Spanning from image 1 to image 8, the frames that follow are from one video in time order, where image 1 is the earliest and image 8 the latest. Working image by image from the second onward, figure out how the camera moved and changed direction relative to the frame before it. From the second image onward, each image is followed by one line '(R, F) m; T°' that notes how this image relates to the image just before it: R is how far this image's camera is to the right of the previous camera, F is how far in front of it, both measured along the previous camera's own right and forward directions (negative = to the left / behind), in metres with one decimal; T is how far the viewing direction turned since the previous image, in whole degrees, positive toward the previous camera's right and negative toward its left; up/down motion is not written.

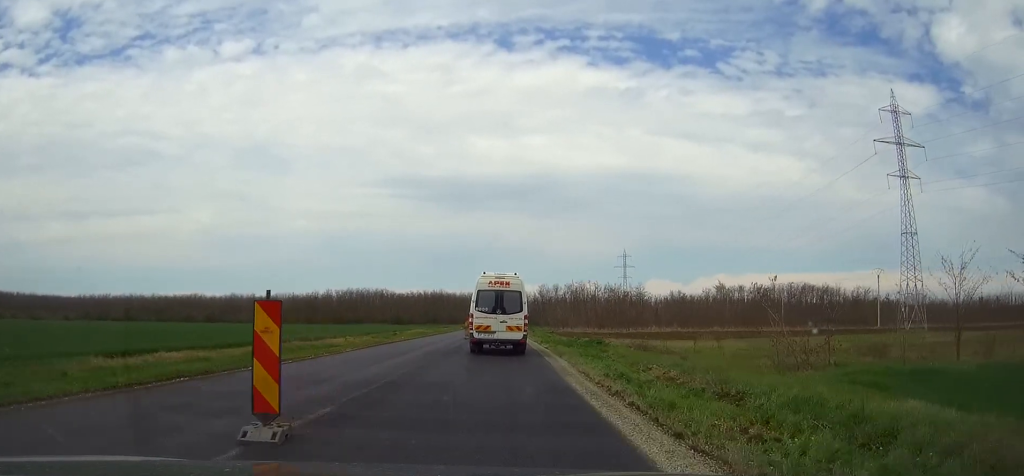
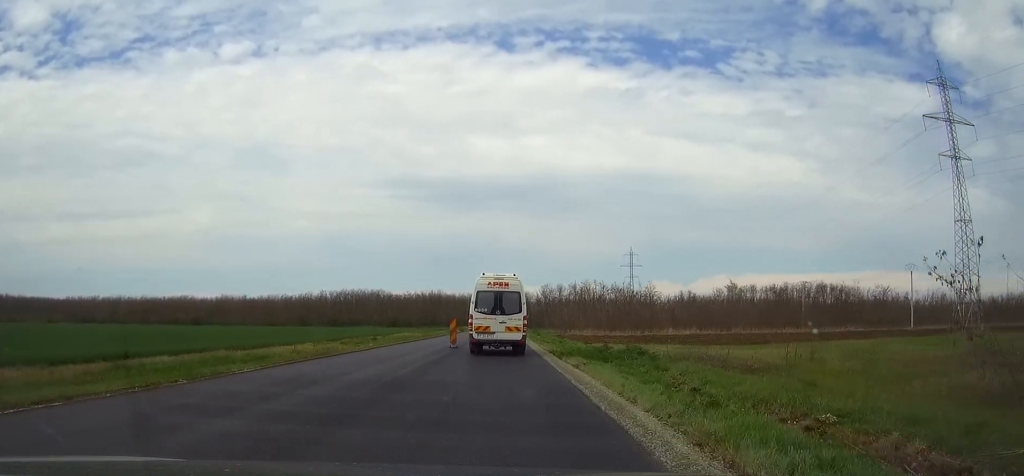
(0.0, +12.8) m; 0°
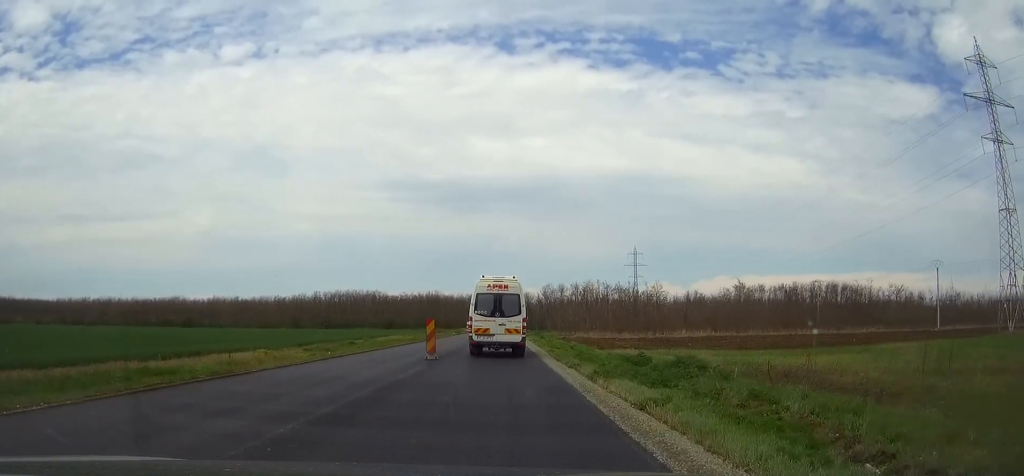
(0.0, +8.7) m; 0°
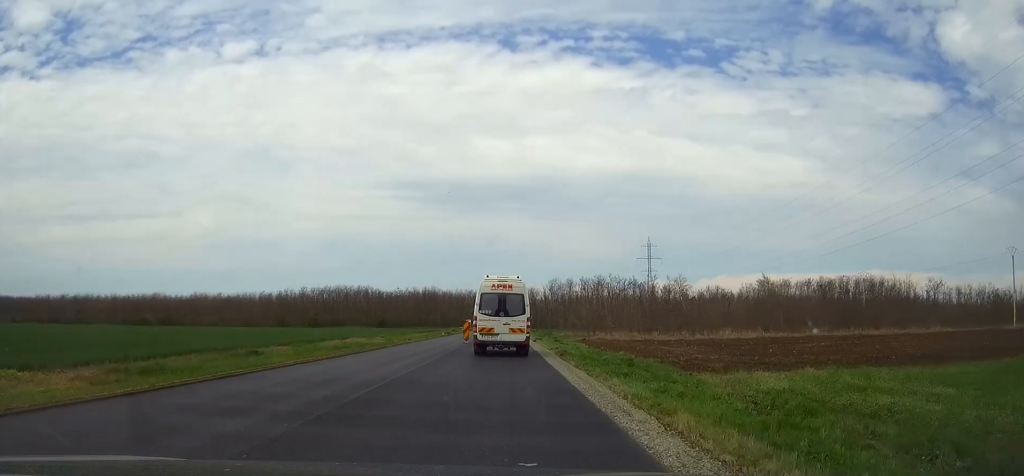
(0.0, +22.2) m; 0°
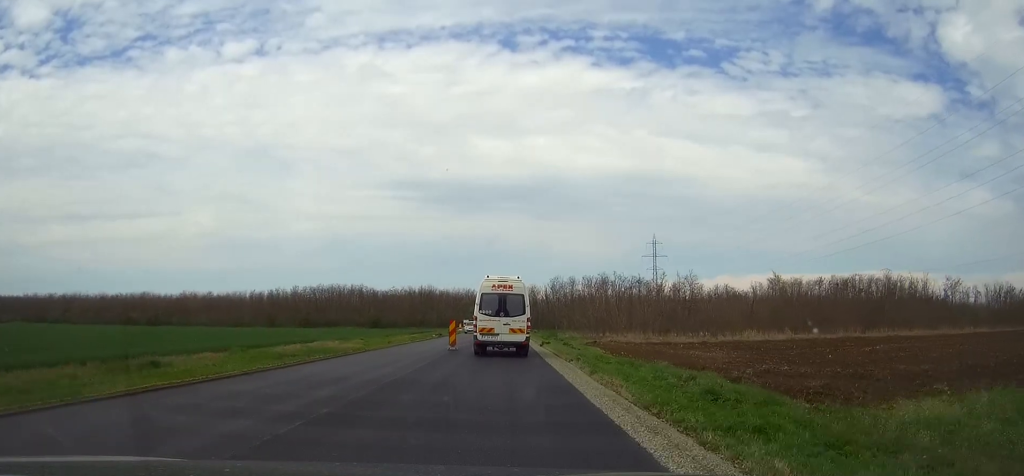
(-0.1, +9.9) m; 0°
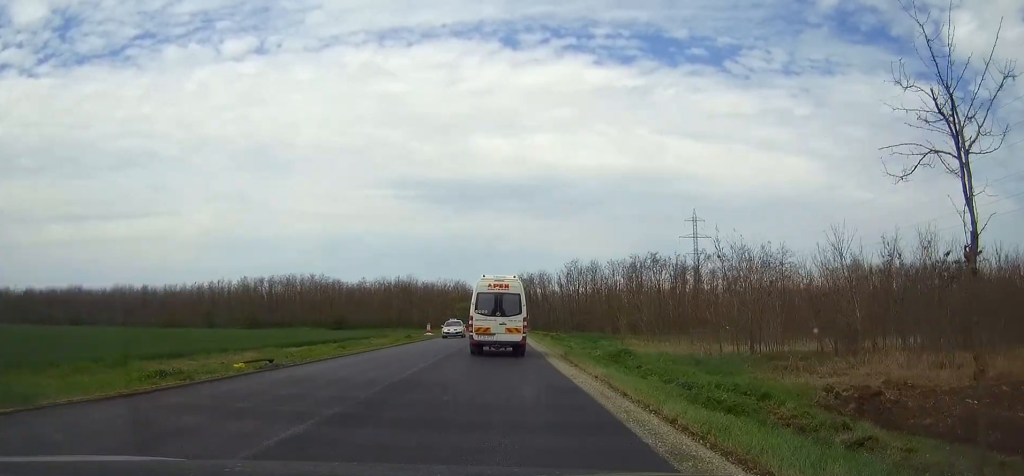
(+0.3, +52.9) m; +1°
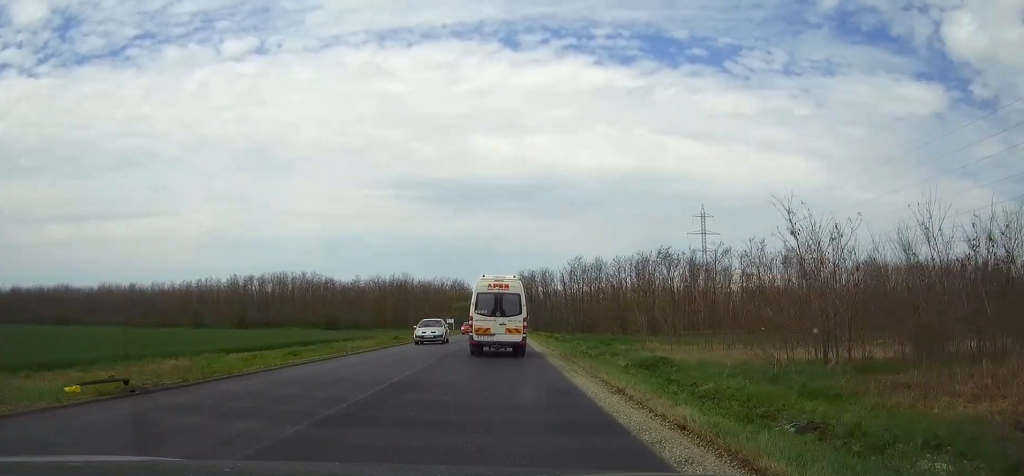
(+0.1, +8.3) m; 0°
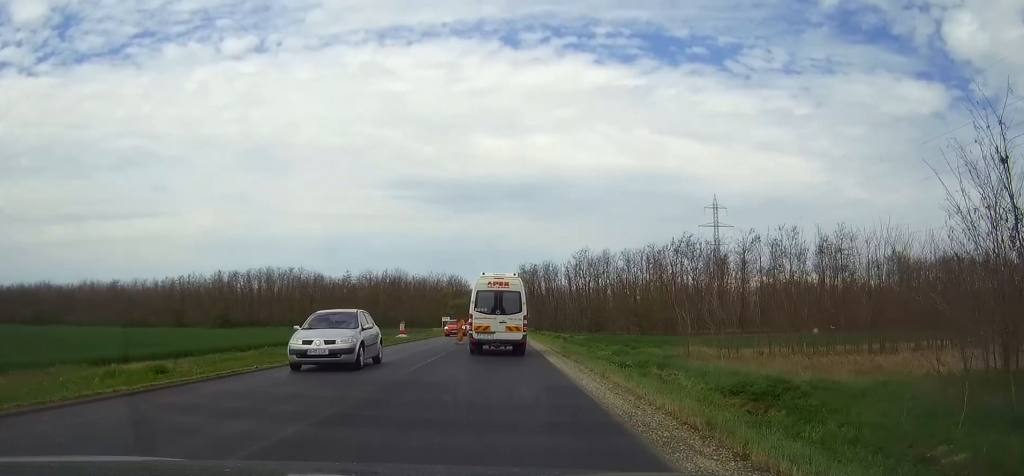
(0.0, +11.3) m; 0°
